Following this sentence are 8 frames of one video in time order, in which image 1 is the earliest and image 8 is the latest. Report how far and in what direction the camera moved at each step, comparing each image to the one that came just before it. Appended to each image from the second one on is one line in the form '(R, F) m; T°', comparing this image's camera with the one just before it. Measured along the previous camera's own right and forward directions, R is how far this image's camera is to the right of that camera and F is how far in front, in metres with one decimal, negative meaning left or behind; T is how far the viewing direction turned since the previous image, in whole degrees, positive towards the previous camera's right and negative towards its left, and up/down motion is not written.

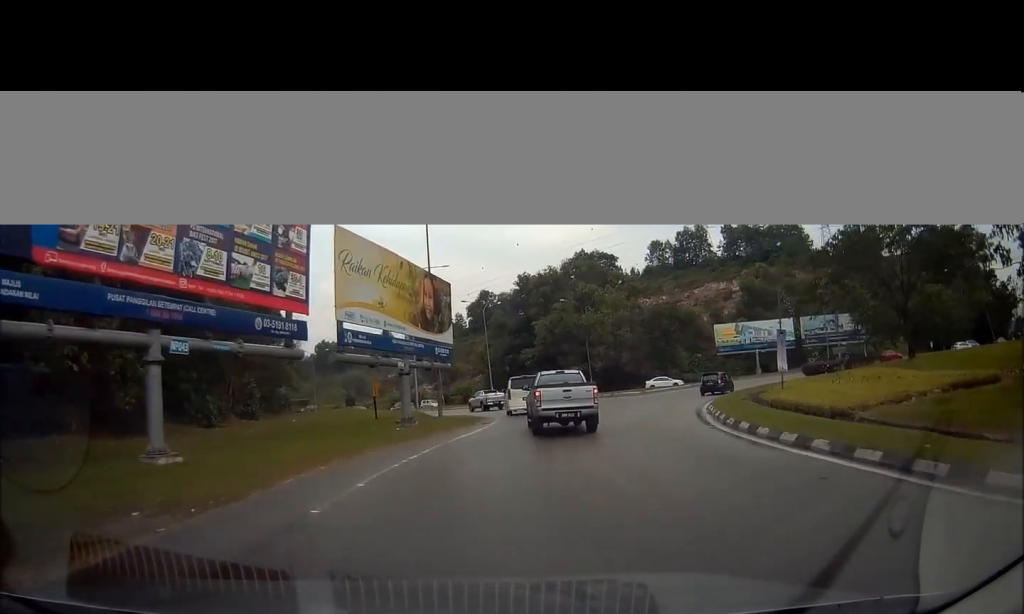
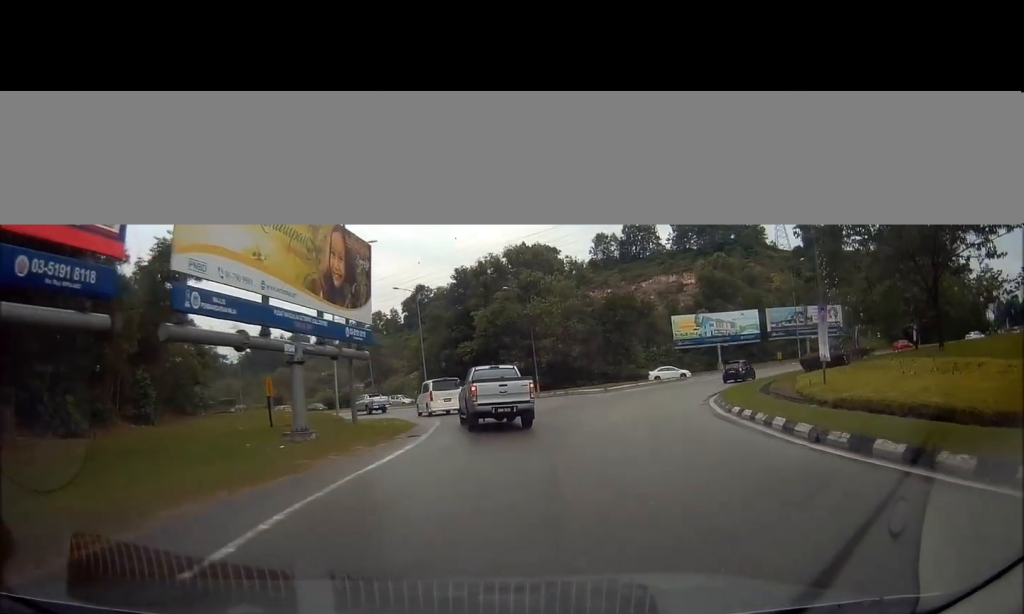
(+0.1, +7.6) m; +5°
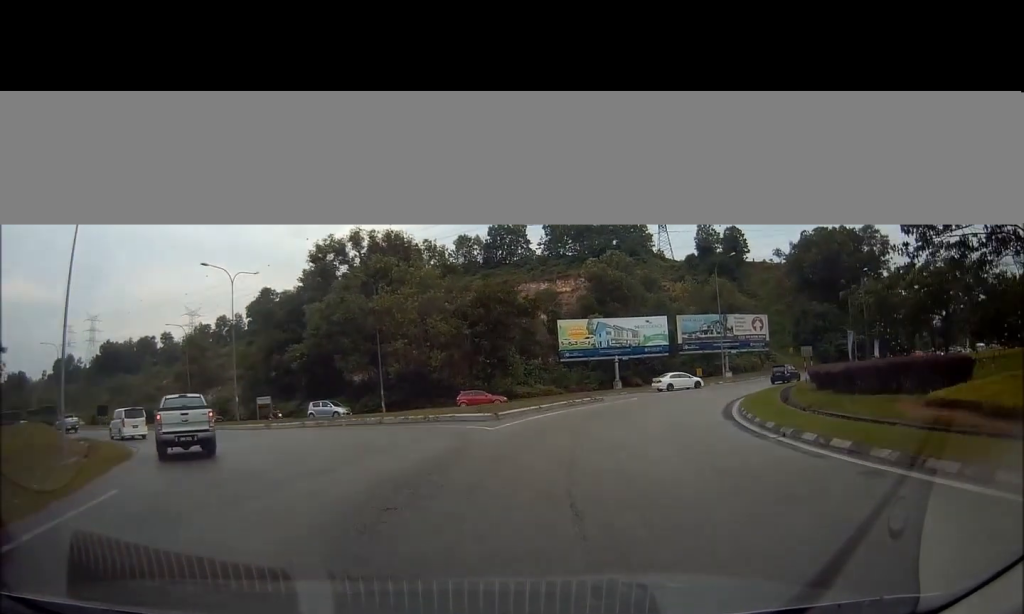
(+2.2, +16.9) m; +14°
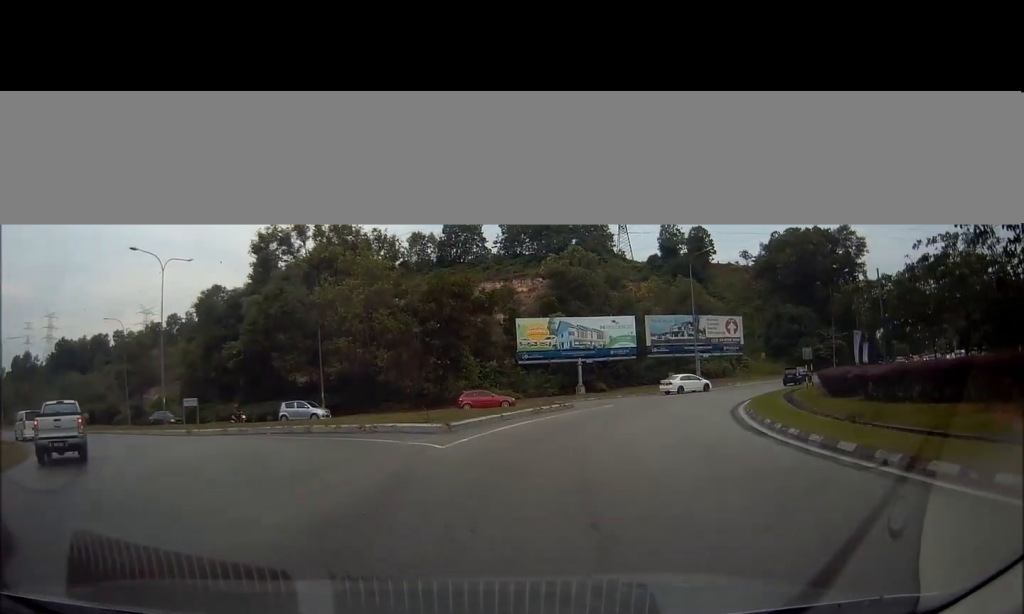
(0.0, +4.9) m; +4°
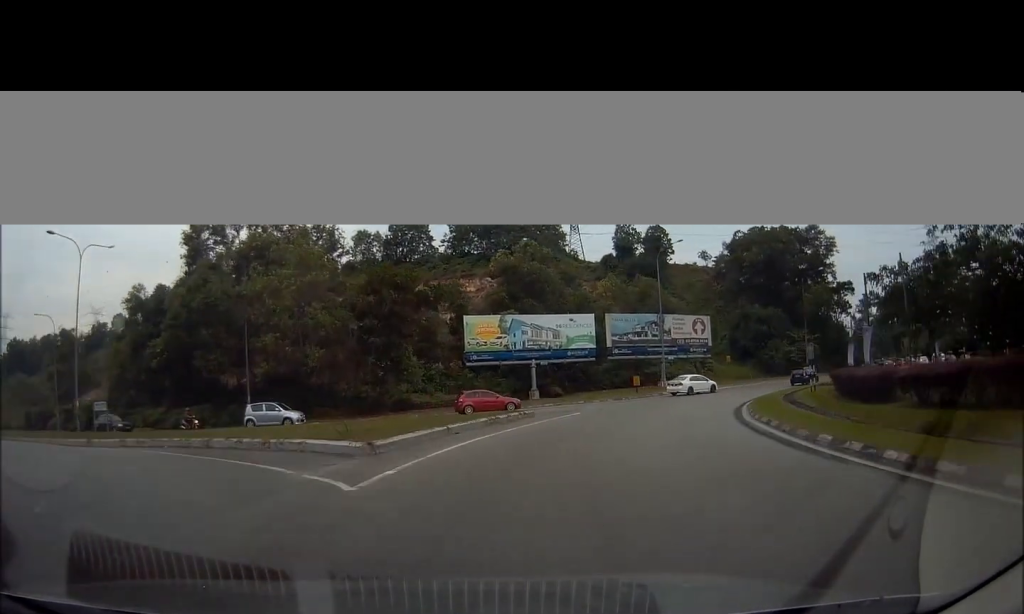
(+0.3, +5.1) m; +5°
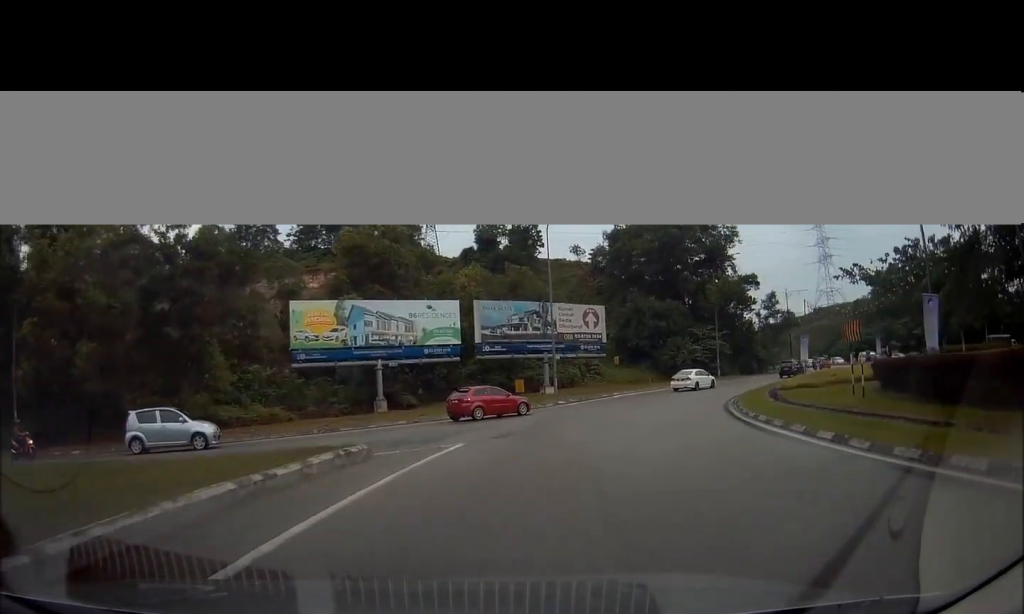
(+1.1, +12.4) m; +16°
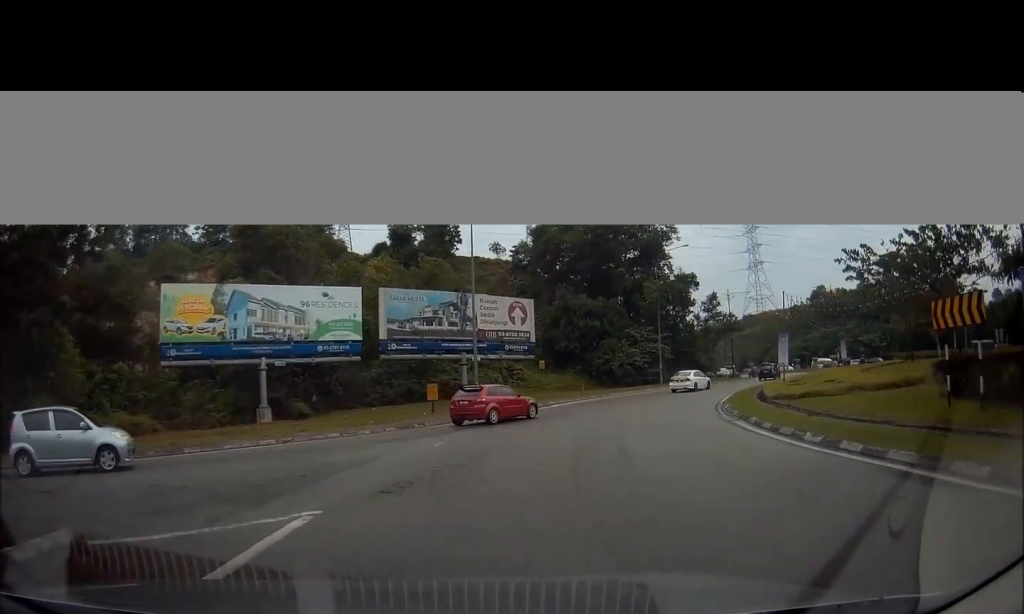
(+1.1, +7.5) m; +11°
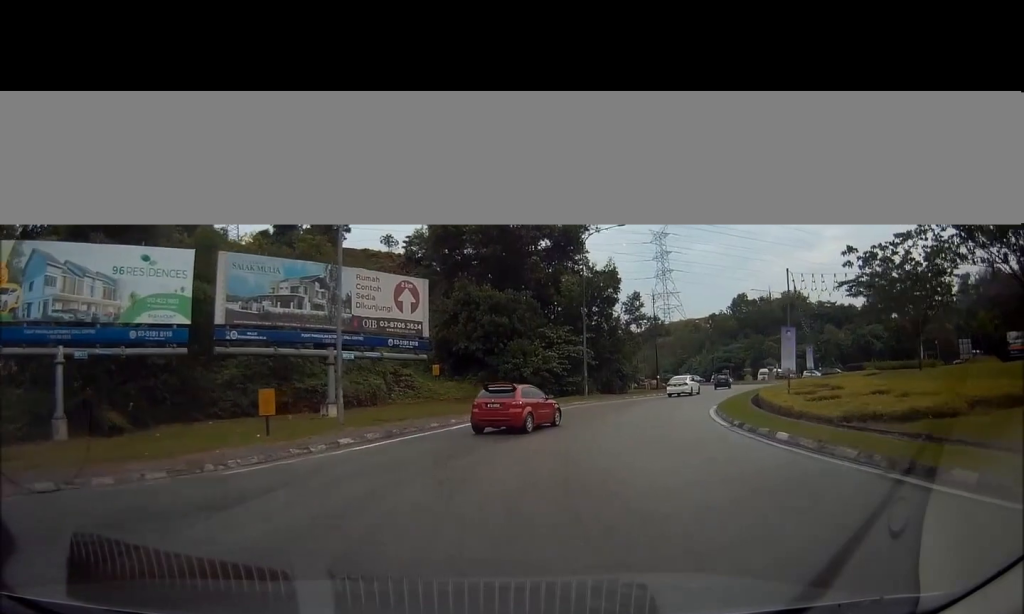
(+1.4, +11.1) m; +12°
